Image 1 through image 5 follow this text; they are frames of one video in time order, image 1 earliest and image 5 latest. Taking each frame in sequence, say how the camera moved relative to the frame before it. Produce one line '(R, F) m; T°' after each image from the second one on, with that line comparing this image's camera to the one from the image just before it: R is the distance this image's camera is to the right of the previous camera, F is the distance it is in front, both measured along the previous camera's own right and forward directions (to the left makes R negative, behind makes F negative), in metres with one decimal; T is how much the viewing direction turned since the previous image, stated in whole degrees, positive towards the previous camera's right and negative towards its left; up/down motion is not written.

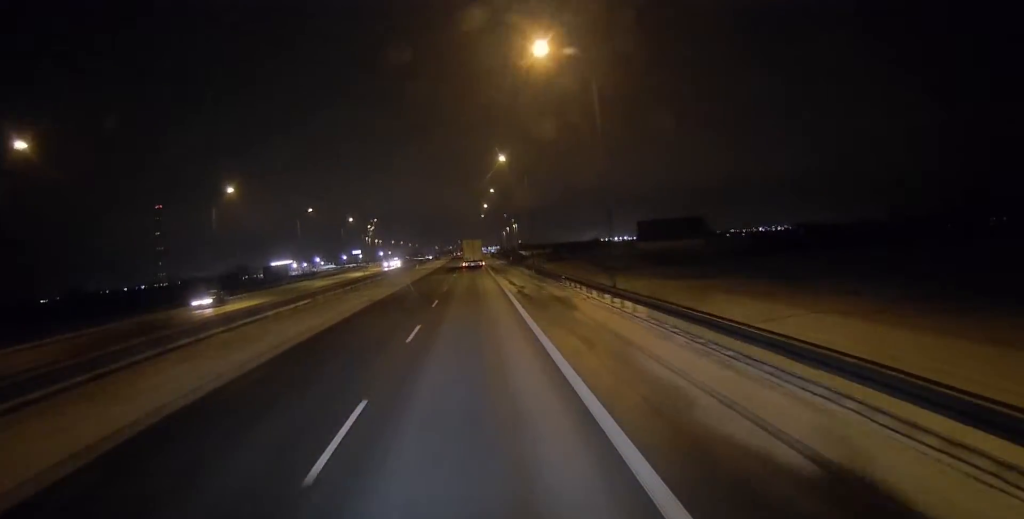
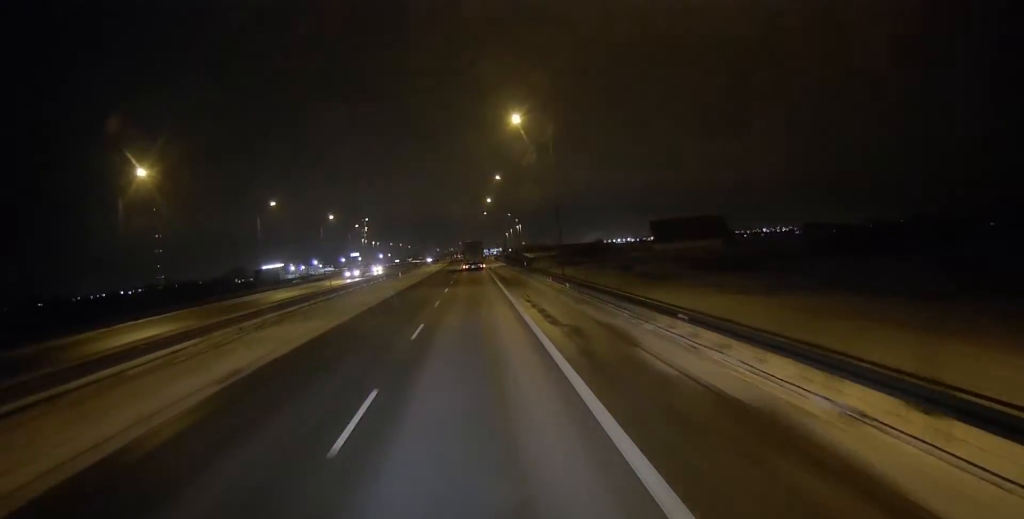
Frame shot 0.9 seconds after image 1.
(-0.1, +22.6) m; 0°
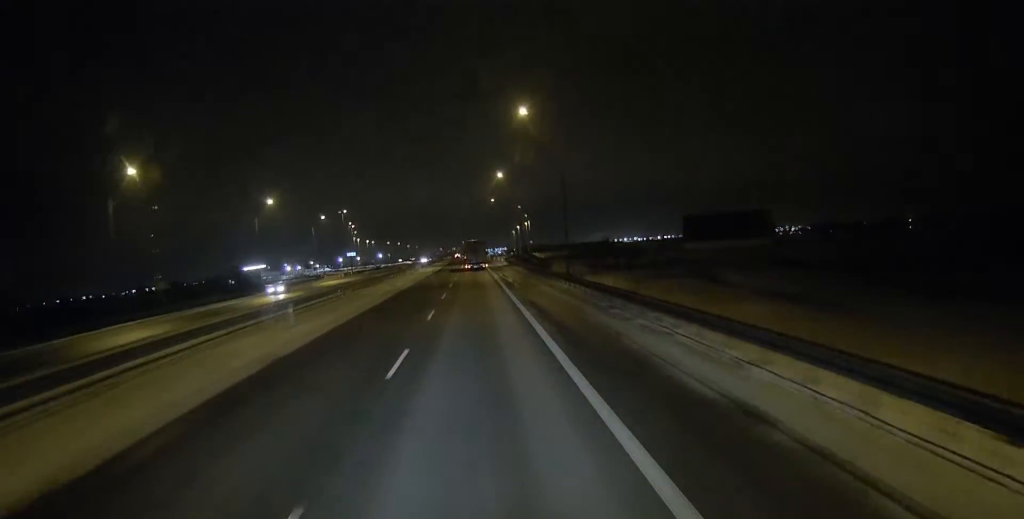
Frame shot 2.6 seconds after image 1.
(0.0, +42.1) m; 0°
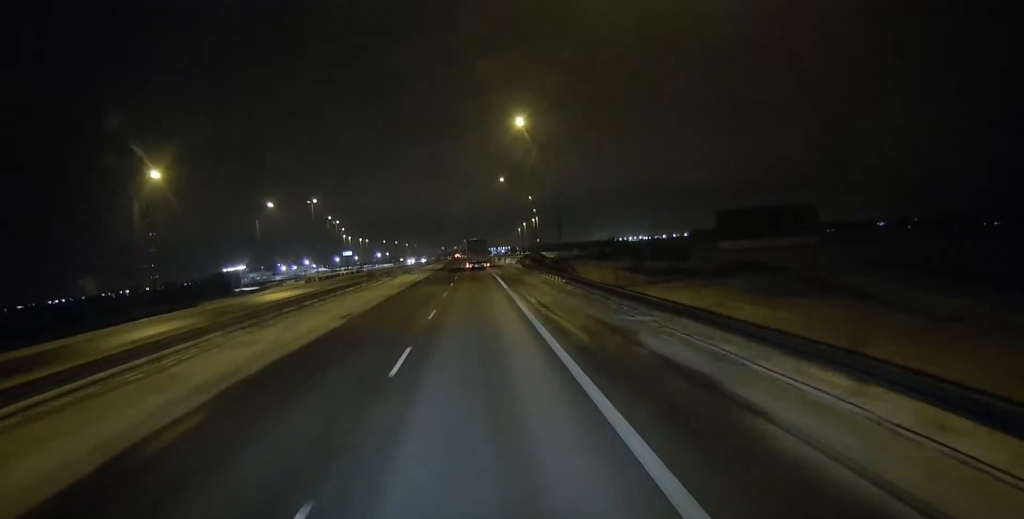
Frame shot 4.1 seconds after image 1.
(-0.1, +35.2) m; 0°
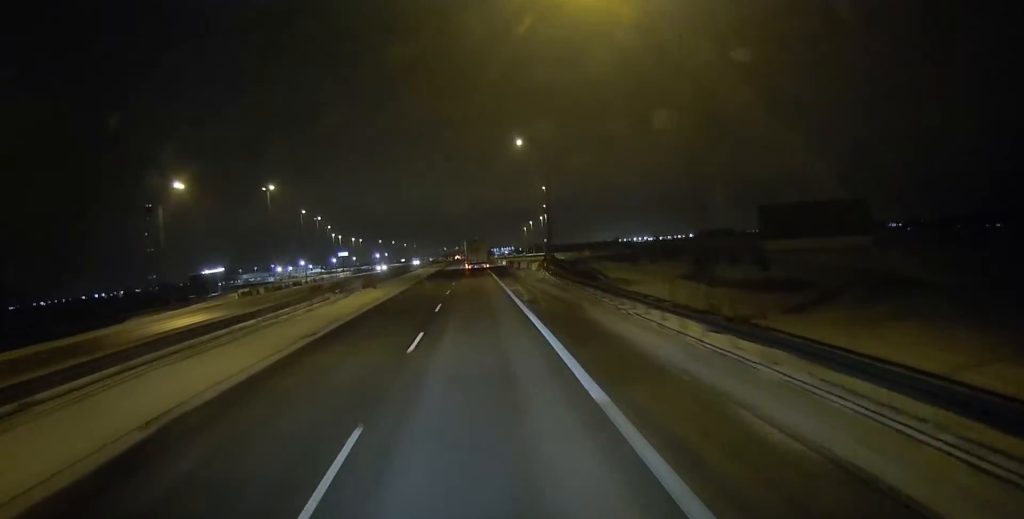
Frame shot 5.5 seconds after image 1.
(+0.1, +31.5) m; 0°
